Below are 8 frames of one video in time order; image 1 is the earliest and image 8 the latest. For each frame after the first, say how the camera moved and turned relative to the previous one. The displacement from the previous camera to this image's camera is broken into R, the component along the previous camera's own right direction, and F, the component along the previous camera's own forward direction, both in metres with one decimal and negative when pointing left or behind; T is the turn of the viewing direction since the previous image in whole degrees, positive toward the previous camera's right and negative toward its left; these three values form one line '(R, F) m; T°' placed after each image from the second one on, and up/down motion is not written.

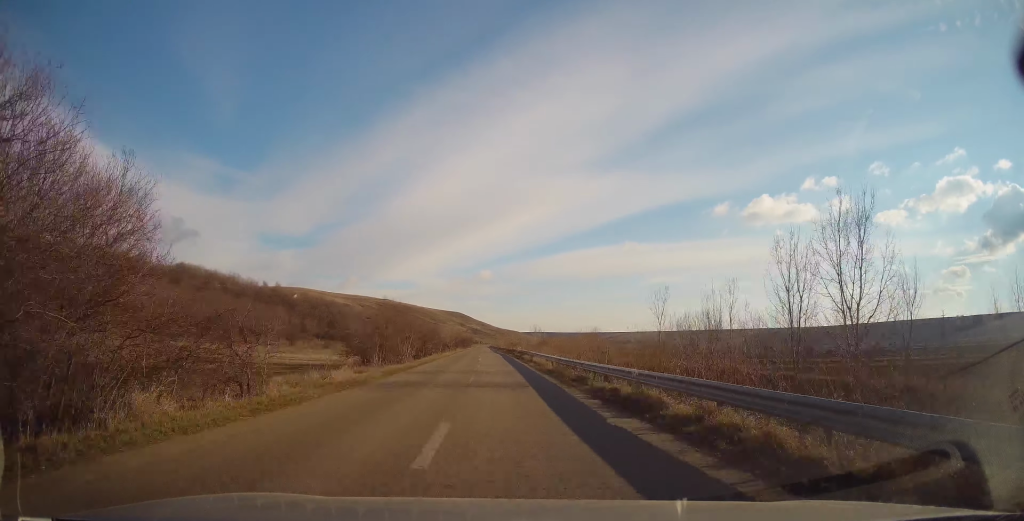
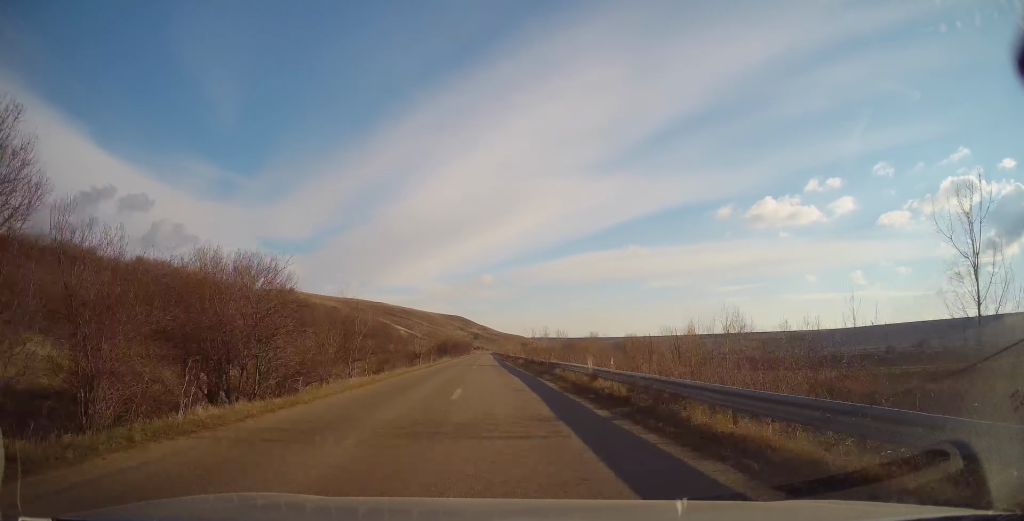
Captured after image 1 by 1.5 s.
(-0.3, +39.2) m; 0°
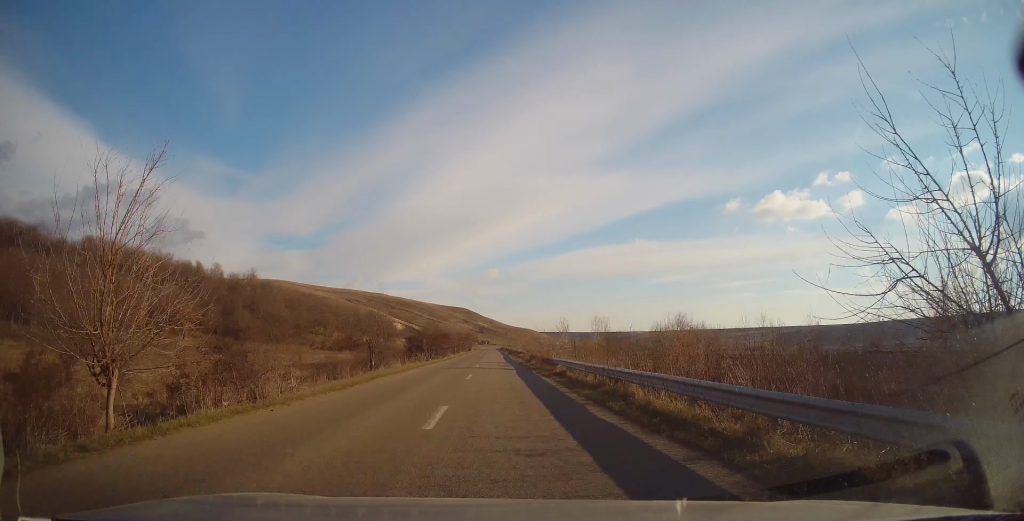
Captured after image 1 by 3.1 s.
(+0.5, +40.1) m; +1°
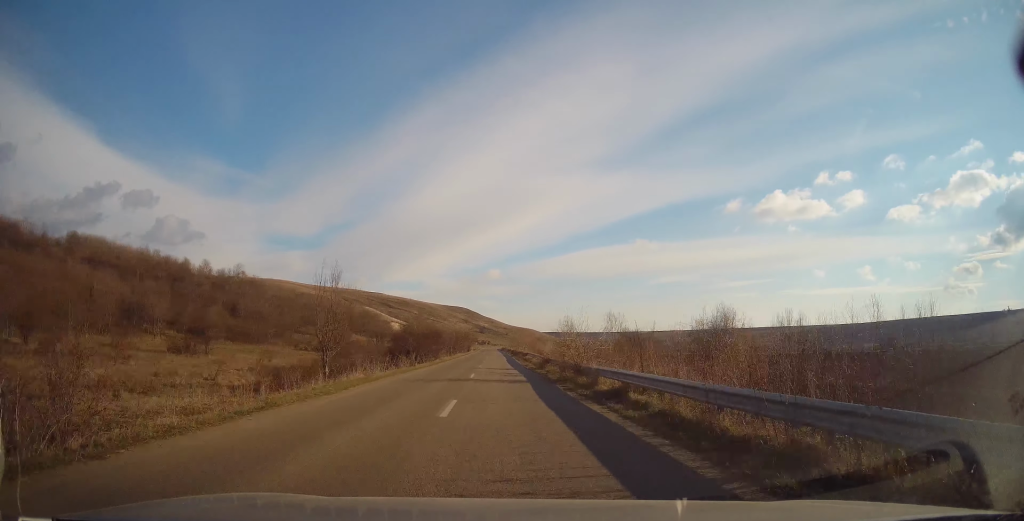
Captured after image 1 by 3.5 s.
(+0.1, +10.3) m; 0°
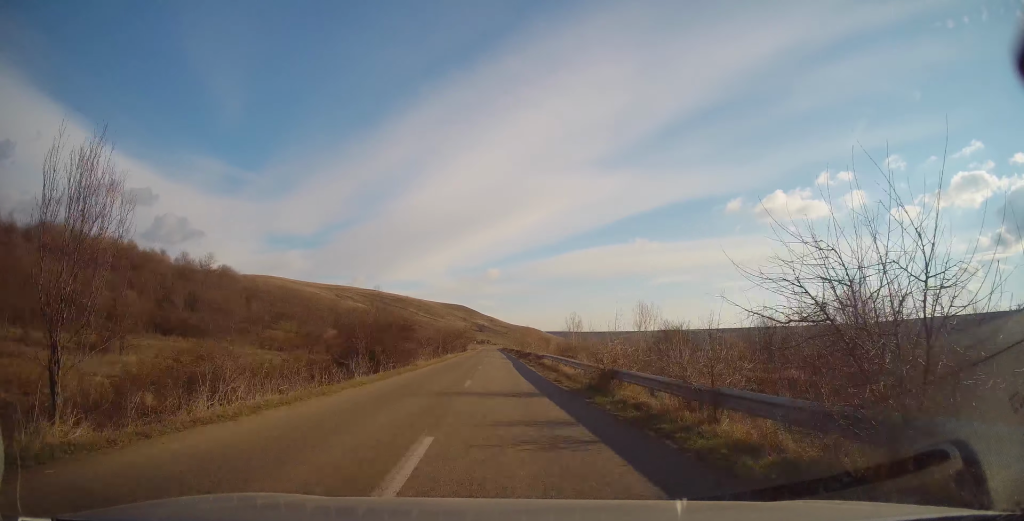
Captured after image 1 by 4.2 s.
(-0.1, +16.5) m; -1°
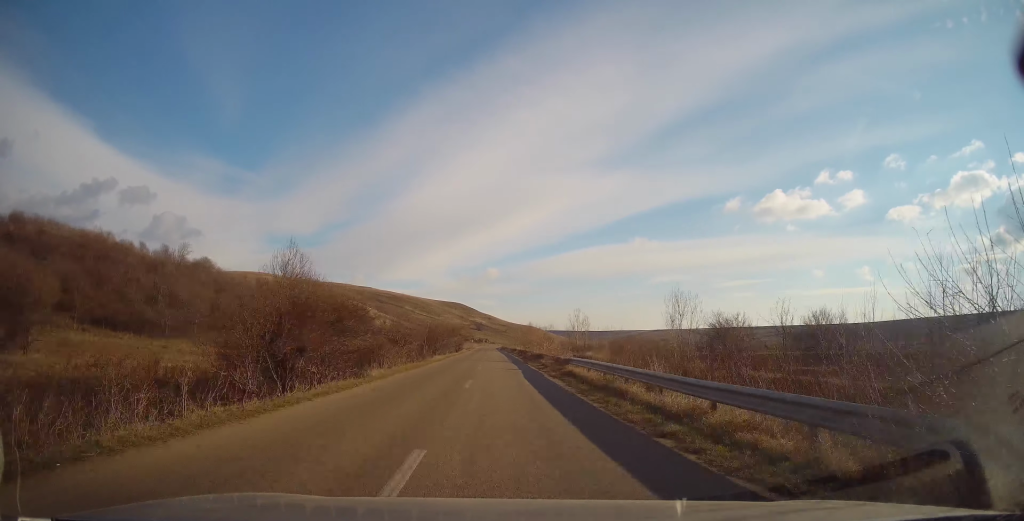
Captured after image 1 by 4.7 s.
(0.0, +12.9) m; -1°
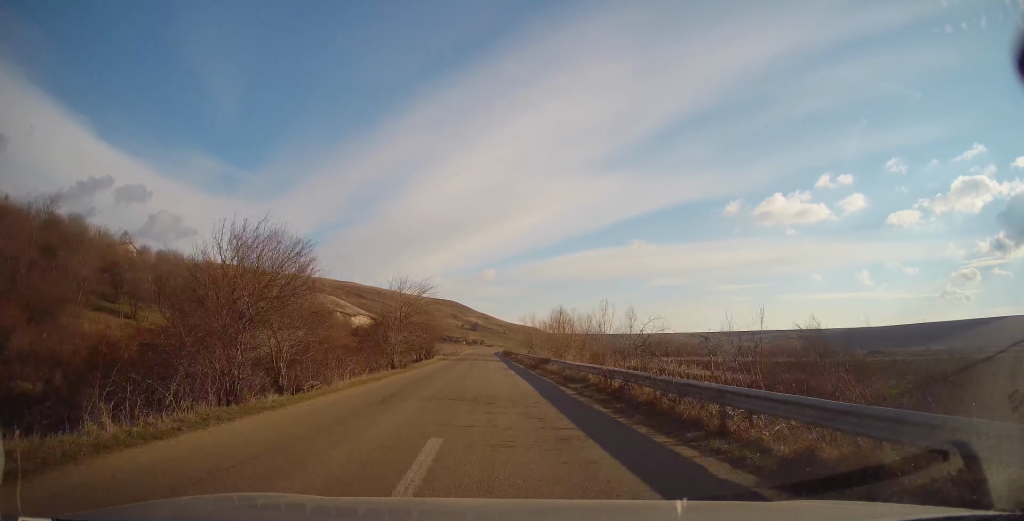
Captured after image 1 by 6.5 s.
(+0.6, +46.3) m; +2°
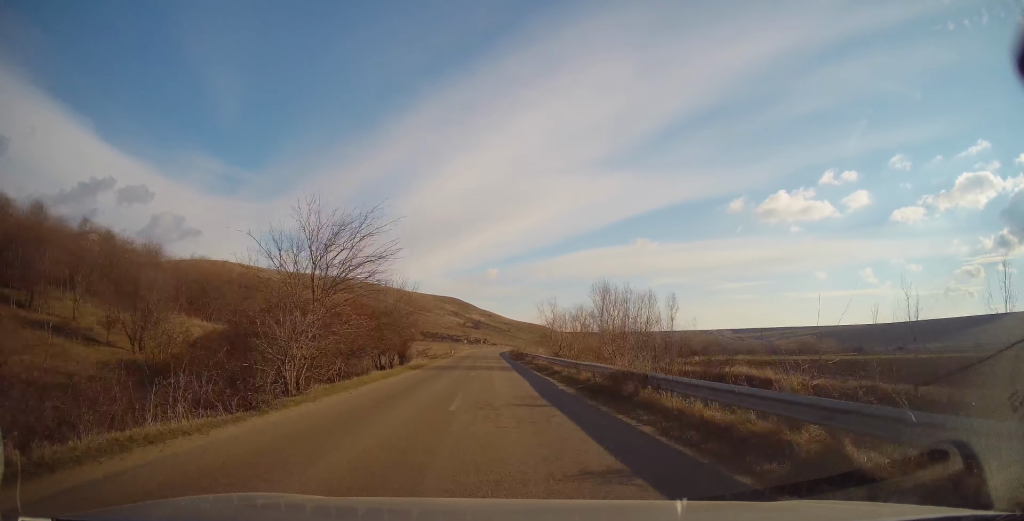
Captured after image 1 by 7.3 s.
(0.0, +19.6) m; -1°
